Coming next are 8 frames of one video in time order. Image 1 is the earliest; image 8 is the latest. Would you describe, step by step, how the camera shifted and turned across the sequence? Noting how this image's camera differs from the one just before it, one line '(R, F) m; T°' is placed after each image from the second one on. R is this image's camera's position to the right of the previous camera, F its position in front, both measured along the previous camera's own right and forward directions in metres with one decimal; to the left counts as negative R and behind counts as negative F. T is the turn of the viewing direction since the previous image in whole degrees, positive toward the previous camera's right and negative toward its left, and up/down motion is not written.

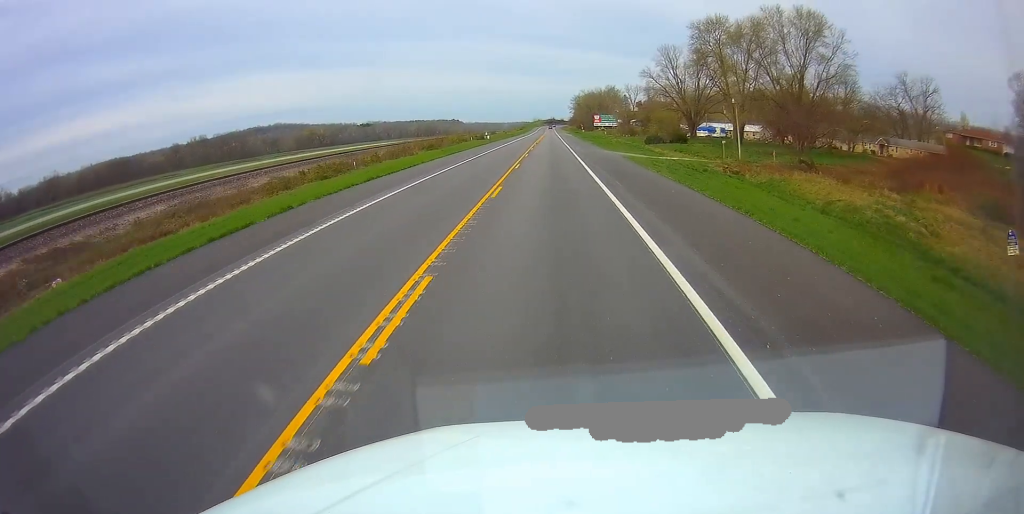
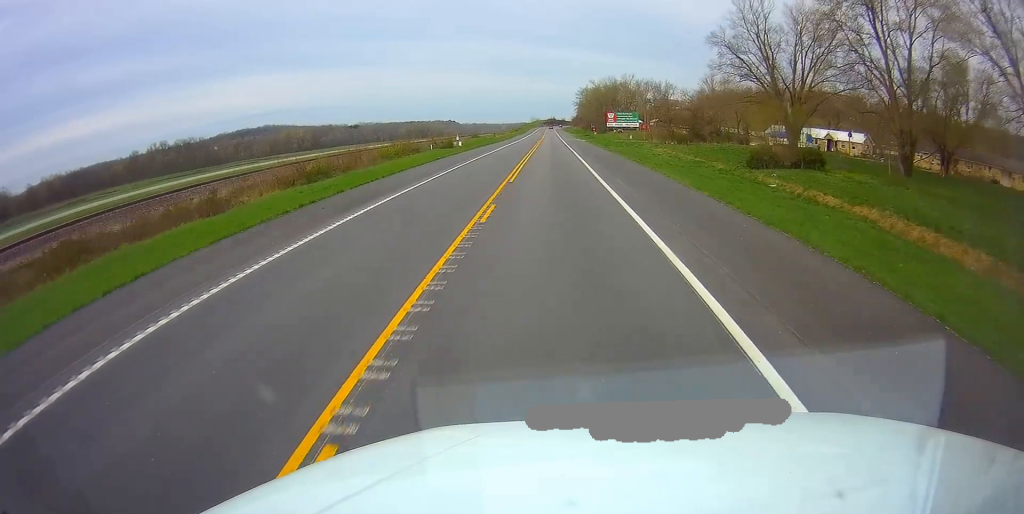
(+0.8, +52.4) m; +2°
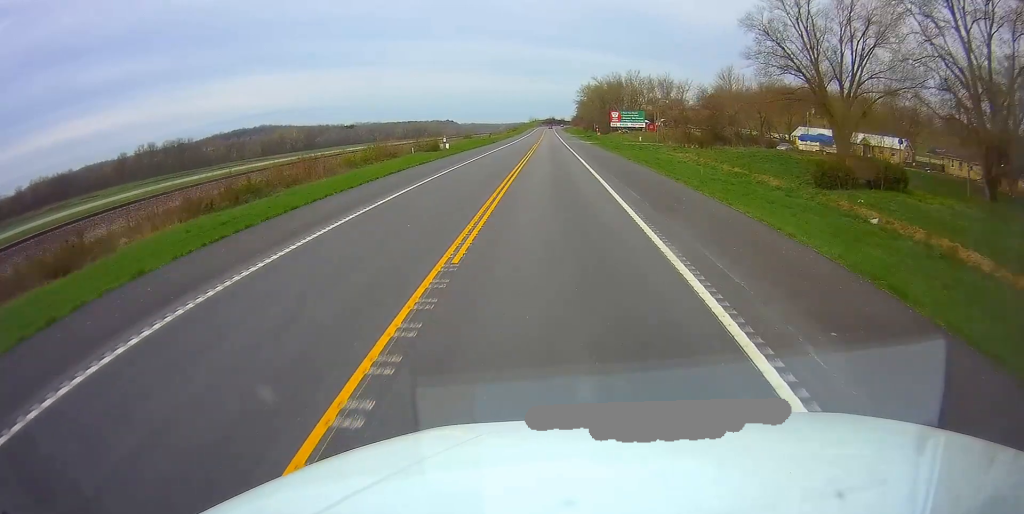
(+0.2, +13.4) m; 0°
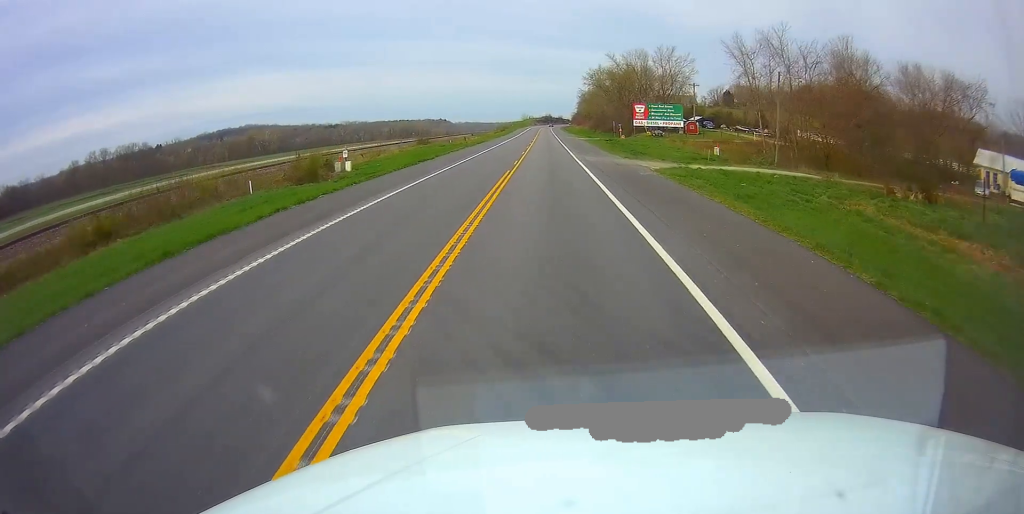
(0.0, +49.4) m; -1°
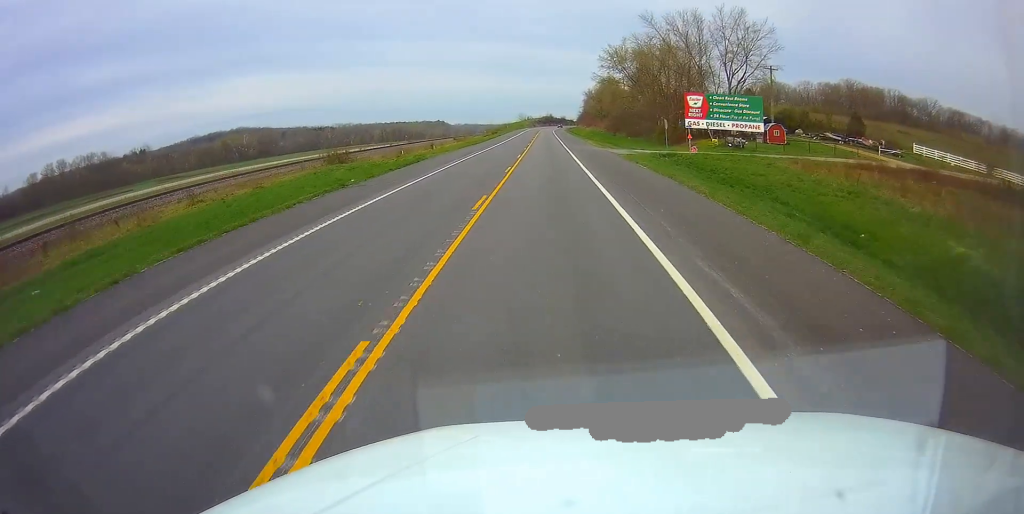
(0.0, +42.0) m; 0°
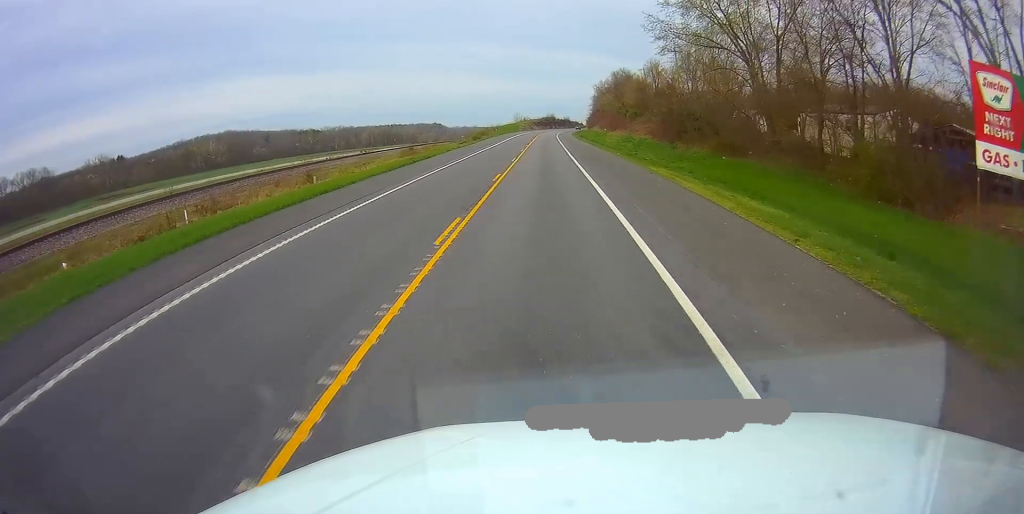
(+0.7, +52.5) m; 0°
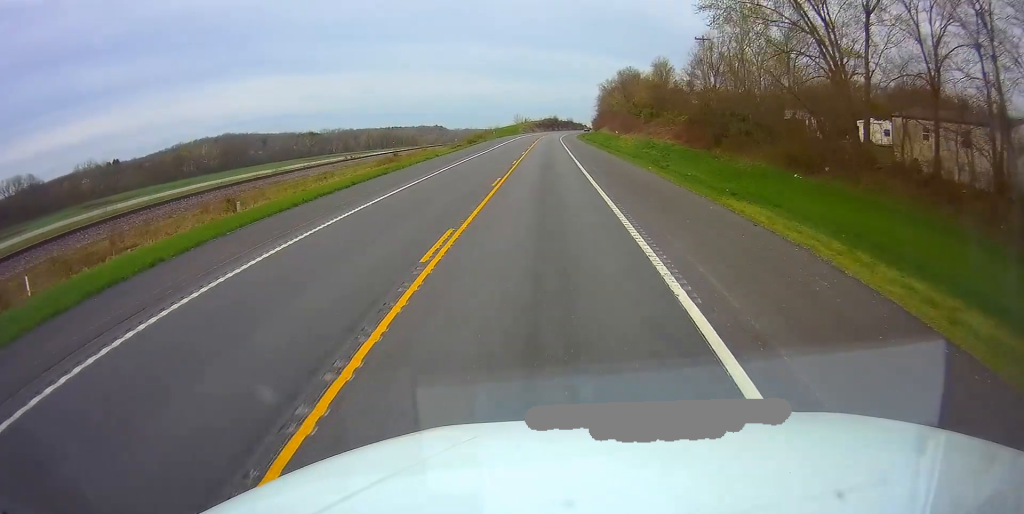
(-0.4, +13.5) m; -1°
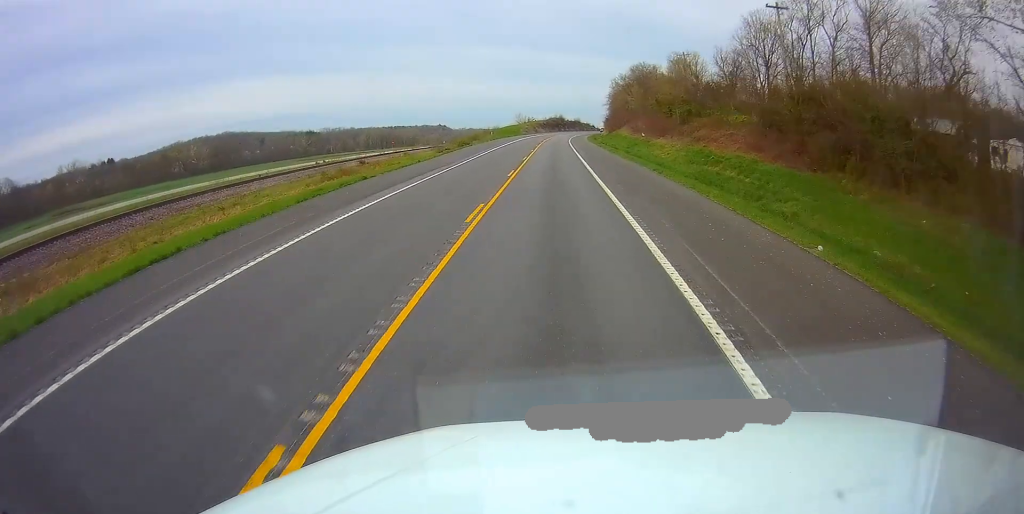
(-0.3, +20.7) m; 0°
